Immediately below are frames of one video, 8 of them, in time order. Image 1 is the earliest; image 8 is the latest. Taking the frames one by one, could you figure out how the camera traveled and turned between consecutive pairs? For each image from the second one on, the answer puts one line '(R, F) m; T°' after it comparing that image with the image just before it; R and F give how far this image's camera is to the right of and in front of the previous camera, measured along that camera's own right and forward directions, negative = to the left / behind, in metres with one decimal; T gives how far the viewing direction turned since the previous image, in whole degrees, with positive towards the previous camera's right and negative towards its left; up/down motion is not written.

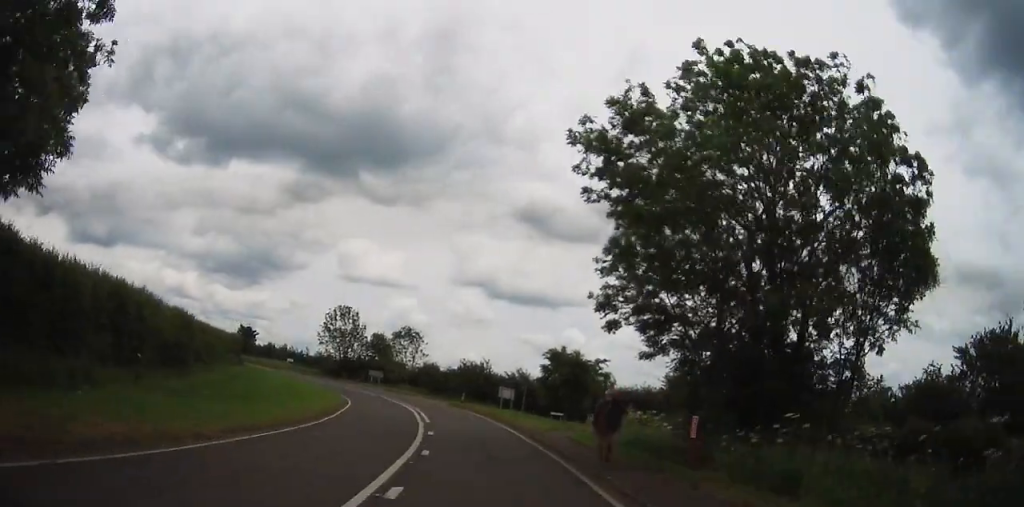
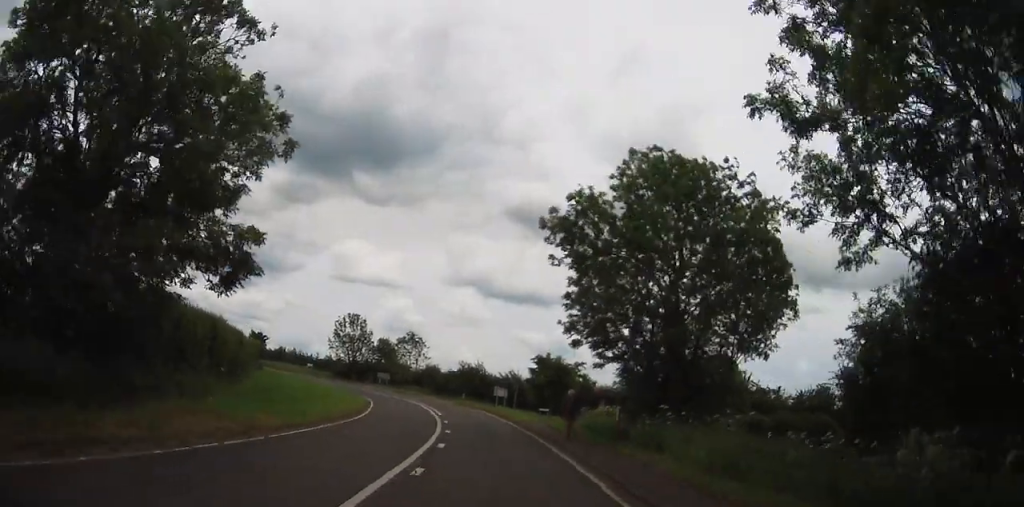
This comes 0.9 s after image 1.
(+0.3, +7.8) m; +3°
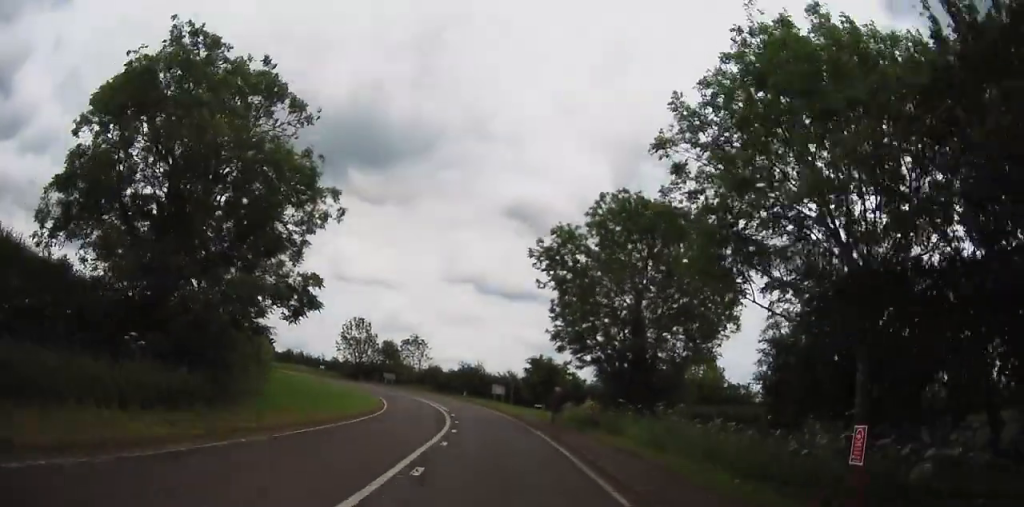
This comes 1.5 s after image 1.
(+0.1, +5.5) m; +1°
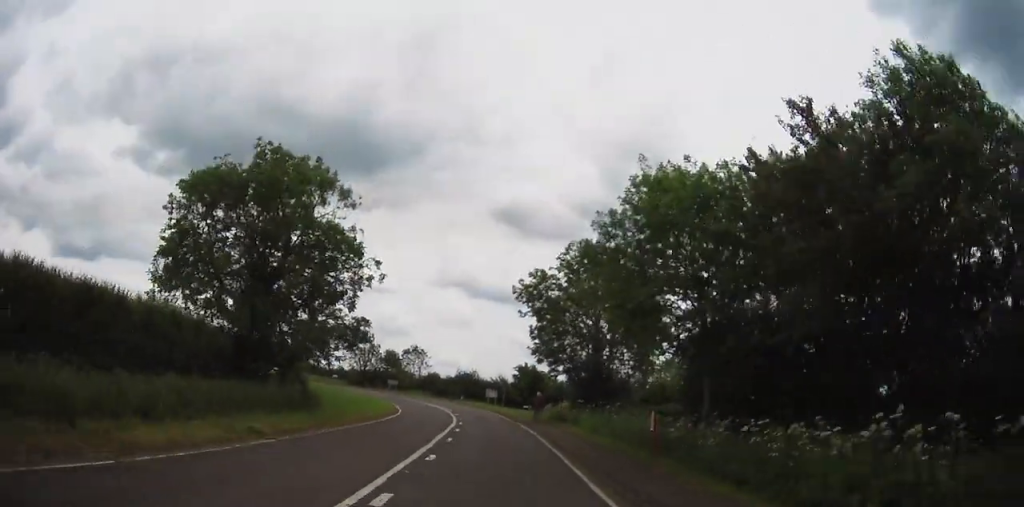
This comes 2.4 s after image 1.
(0.0, +9.1) m; -2°
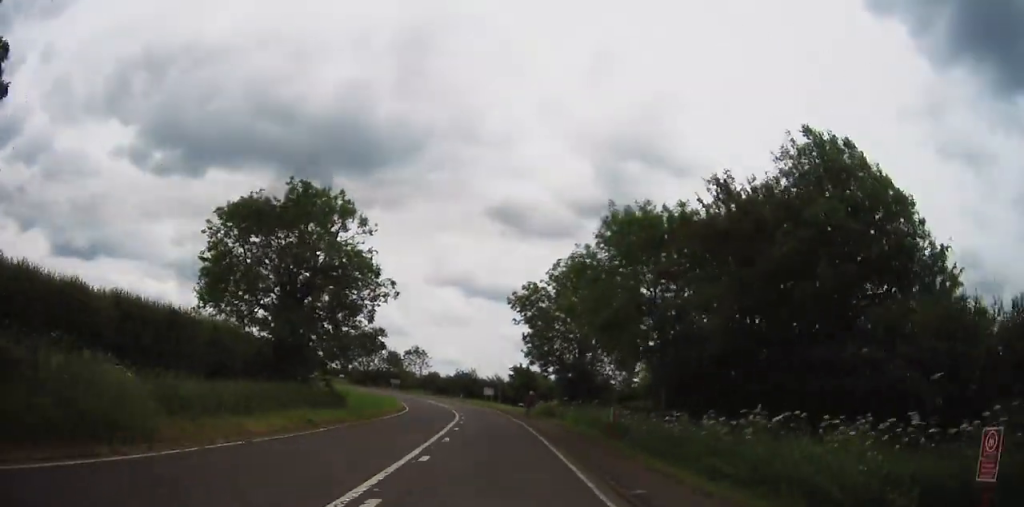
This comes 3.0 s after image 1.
(-0.3, +5.1) m; 0°
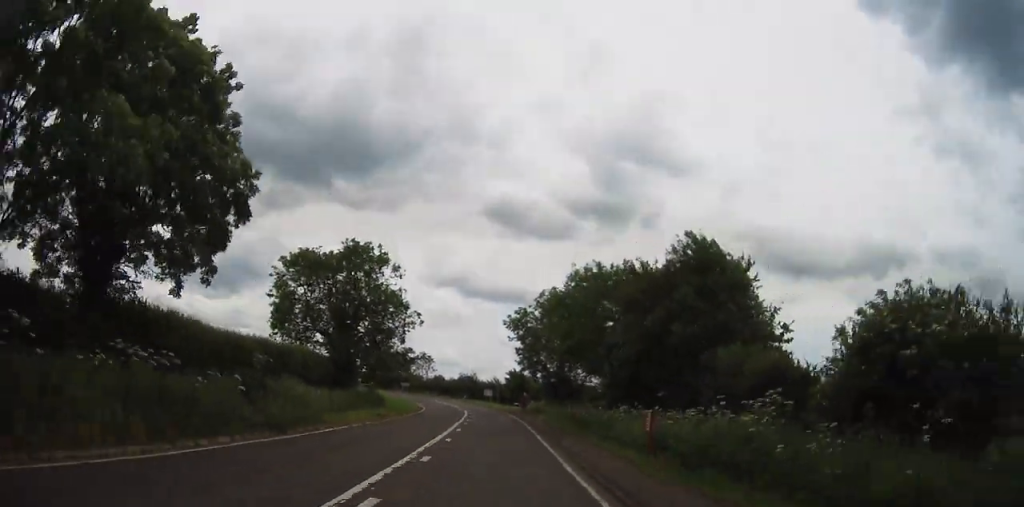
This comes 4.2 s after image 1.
(+0.3, +12.1) m; 0°
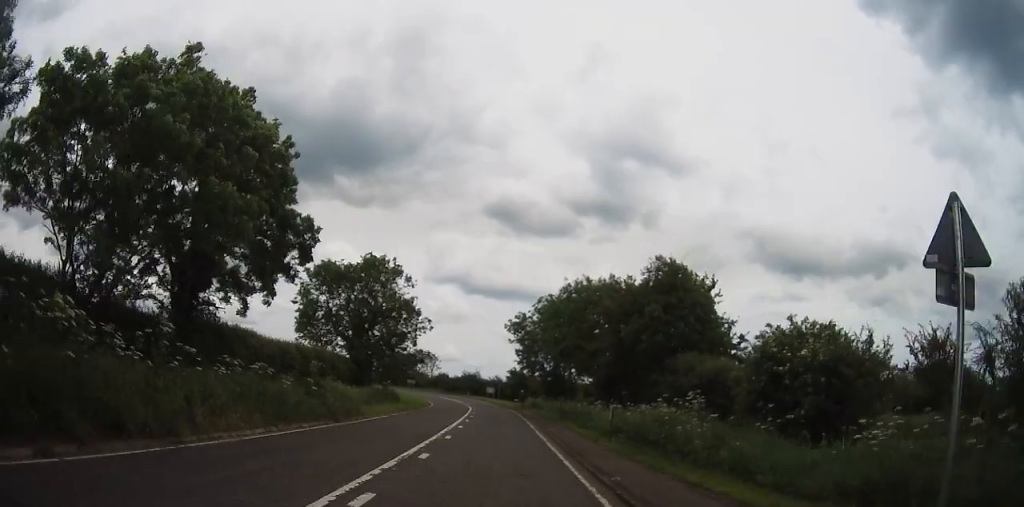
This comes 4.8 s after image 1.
(-0.2, +5.7) m; 0°
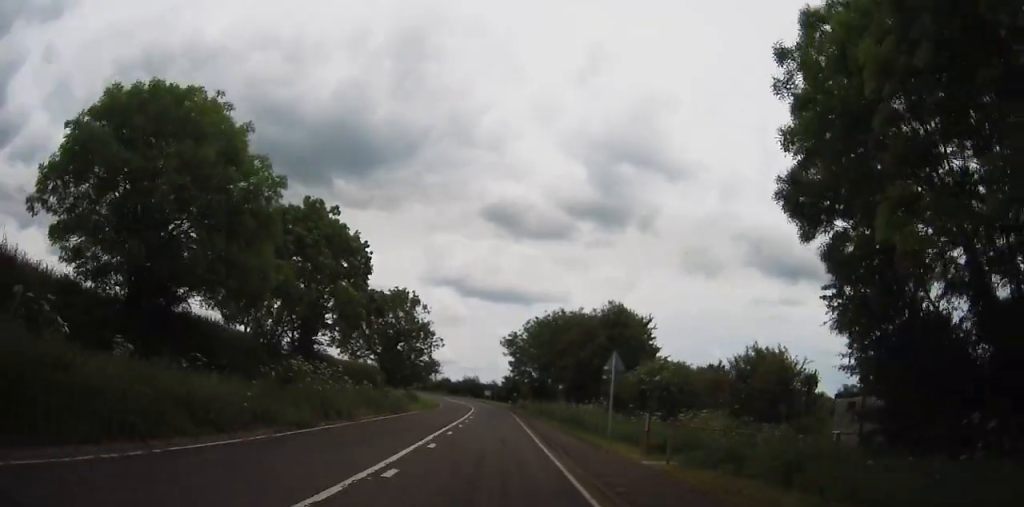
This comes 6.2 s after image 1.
(+0.3, +14.8) m; 0°
